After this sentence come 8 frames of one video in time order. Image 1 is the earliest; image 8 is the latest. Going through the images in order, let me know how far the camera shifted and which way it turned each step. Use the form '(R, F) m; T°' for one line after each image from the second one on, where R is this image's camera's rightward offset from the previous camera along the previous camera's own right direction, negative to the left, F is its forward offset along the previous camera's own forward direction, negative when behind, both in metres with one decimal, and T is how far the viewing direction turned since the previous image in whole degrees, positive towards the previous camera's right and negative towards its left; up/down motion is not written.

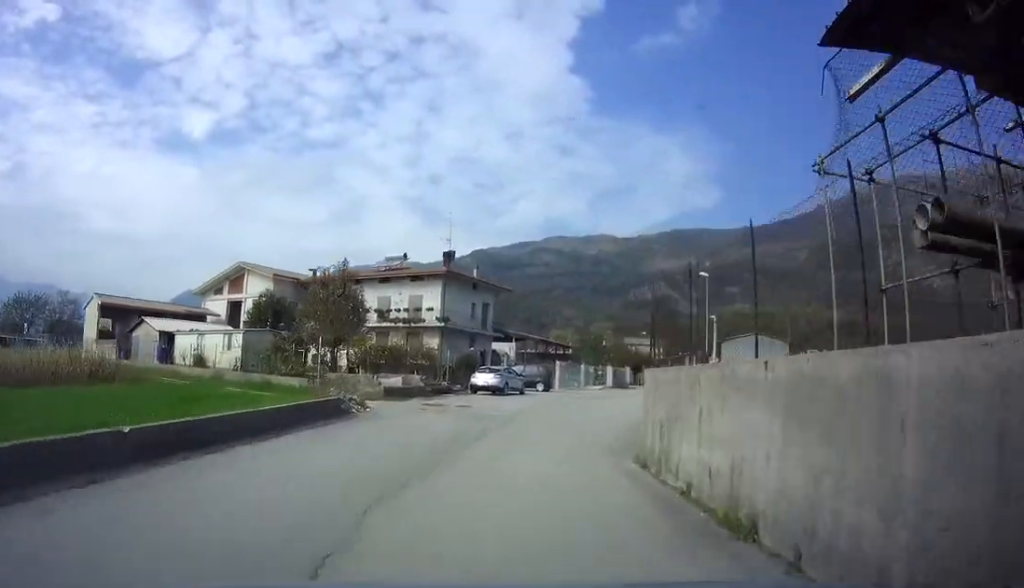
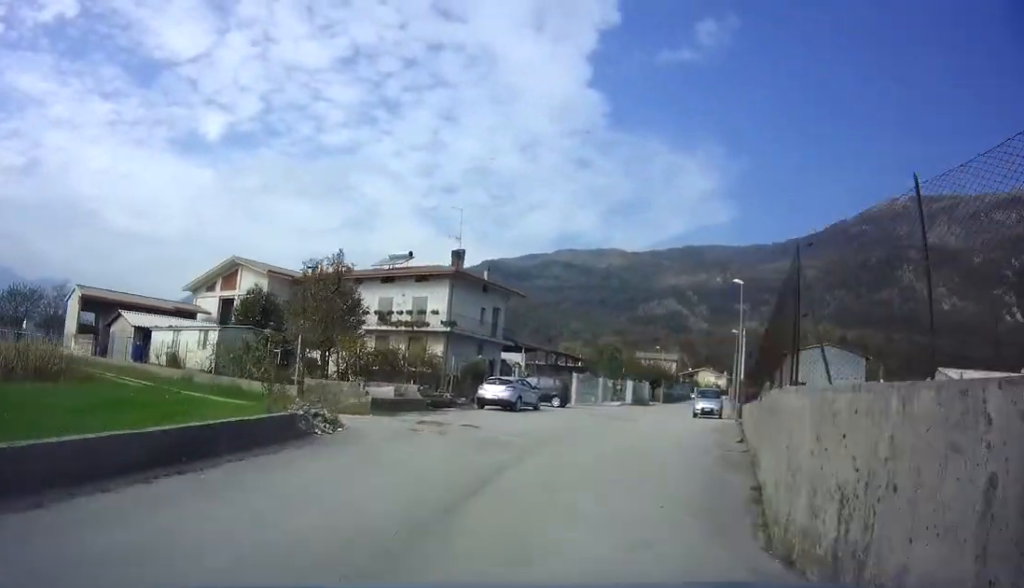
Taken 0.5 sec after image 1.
(0.0, +4.4) m; +2°
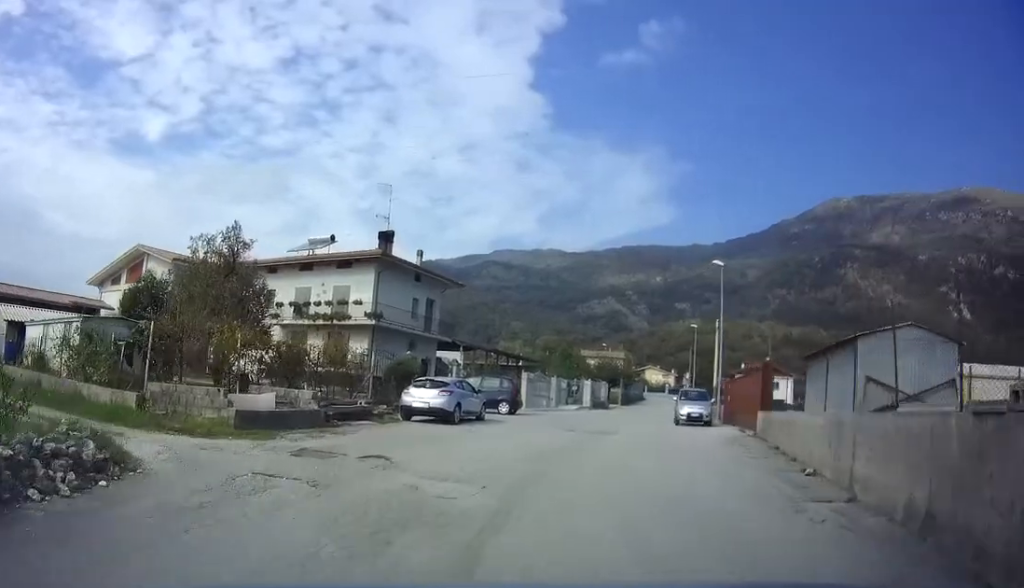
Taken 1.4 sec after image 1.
(0.0, +6.8) m; +5°
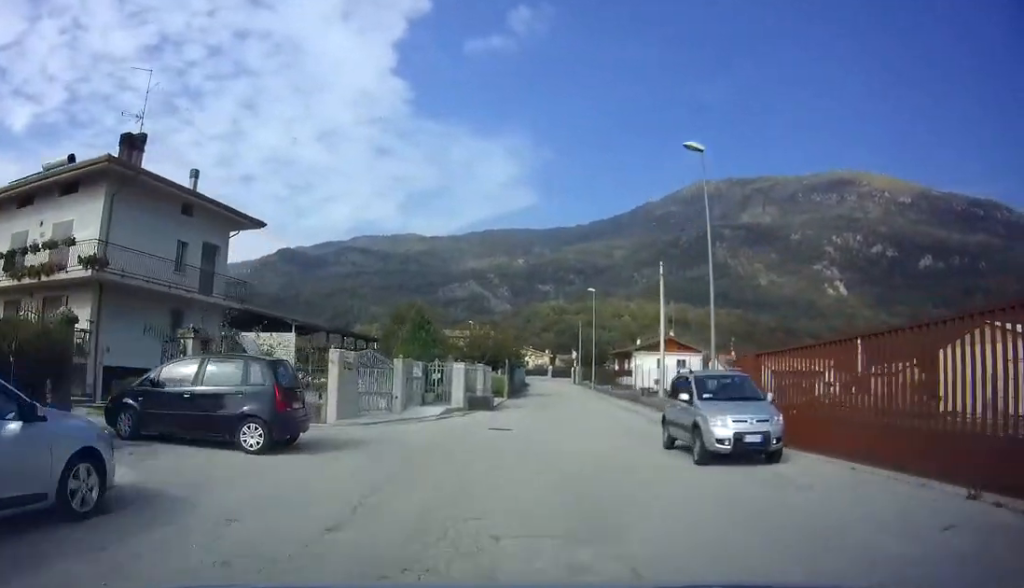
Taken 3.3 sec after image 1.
(+1.5, +15.7) m; +10°
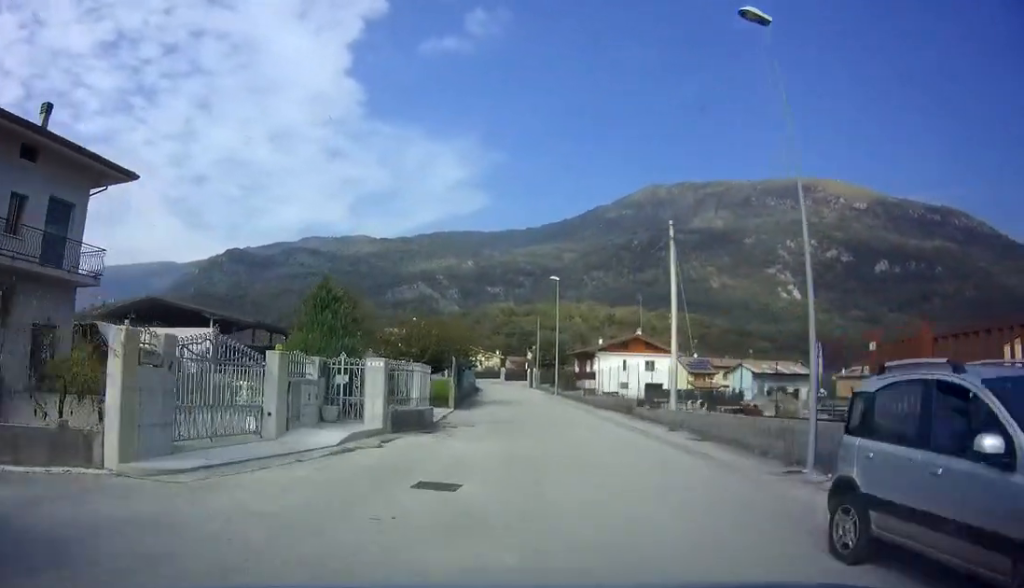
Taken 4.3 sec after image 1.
(+0.4, +7.9) m; +4°
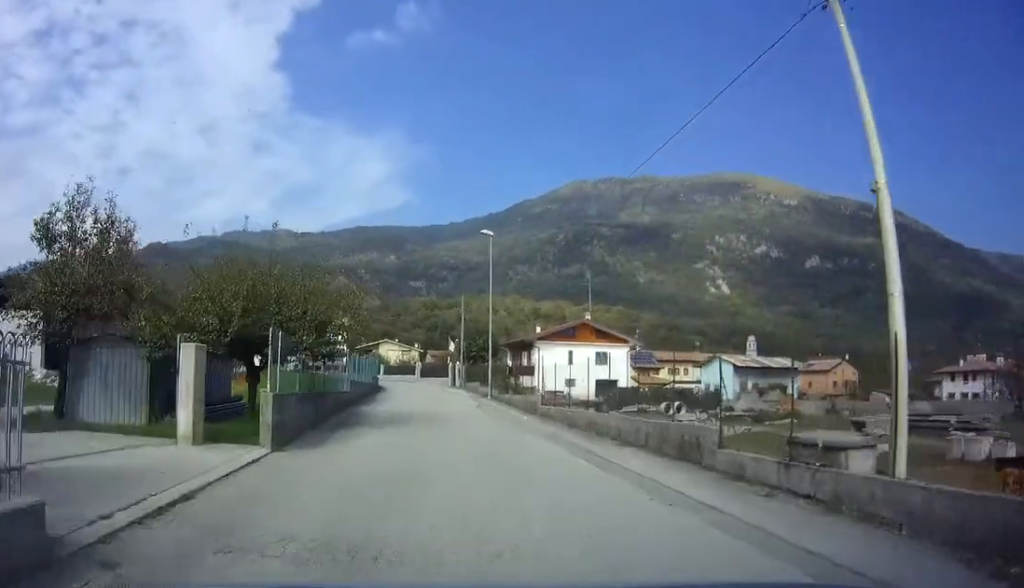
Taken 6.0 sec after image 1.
(+0.6, +13.5) m; +3°
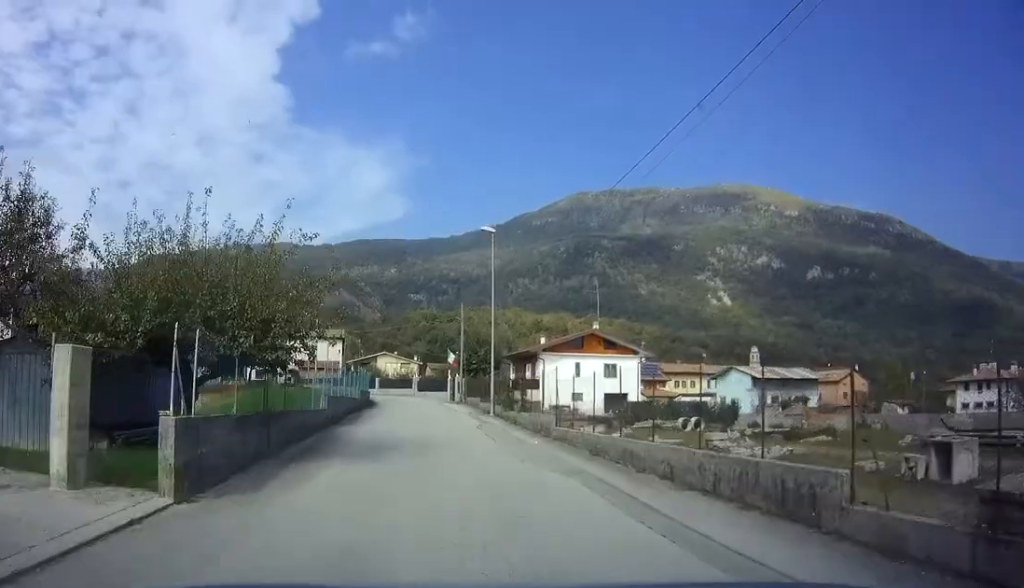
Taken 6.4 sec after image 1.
(+0.1, +3.3) m; 0°
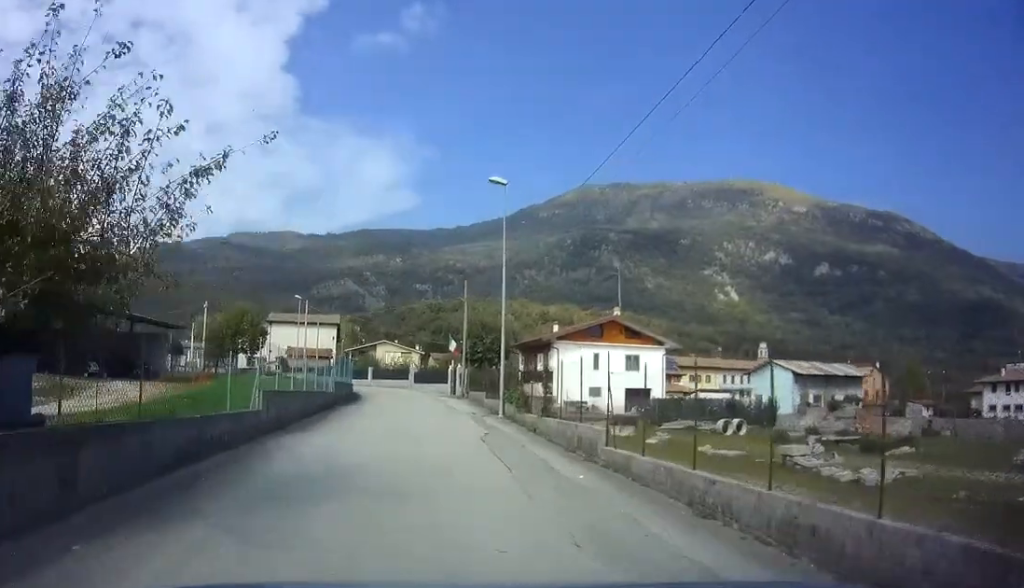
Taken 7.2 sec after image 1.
(-0.1, +5.7) m; -1°
